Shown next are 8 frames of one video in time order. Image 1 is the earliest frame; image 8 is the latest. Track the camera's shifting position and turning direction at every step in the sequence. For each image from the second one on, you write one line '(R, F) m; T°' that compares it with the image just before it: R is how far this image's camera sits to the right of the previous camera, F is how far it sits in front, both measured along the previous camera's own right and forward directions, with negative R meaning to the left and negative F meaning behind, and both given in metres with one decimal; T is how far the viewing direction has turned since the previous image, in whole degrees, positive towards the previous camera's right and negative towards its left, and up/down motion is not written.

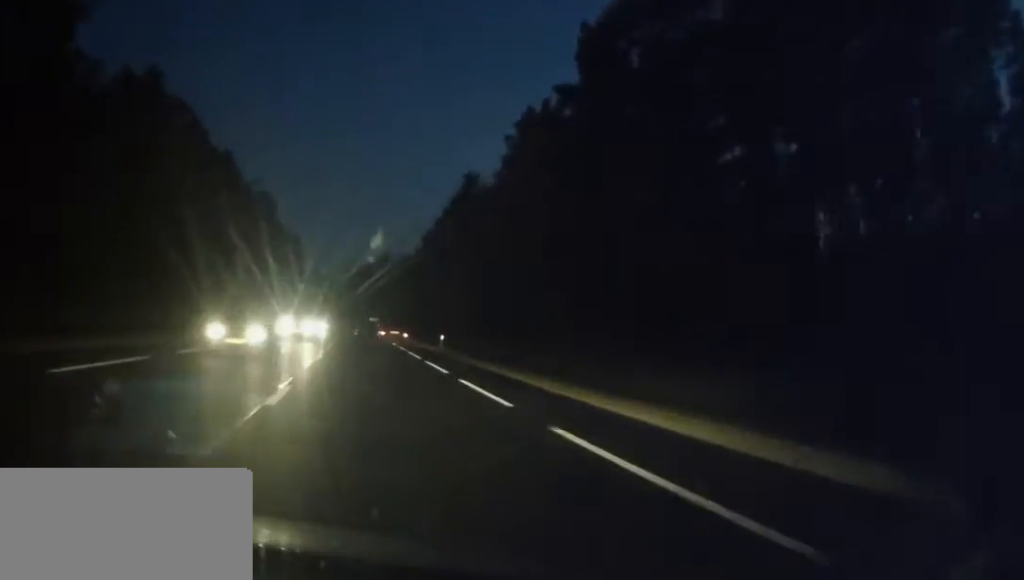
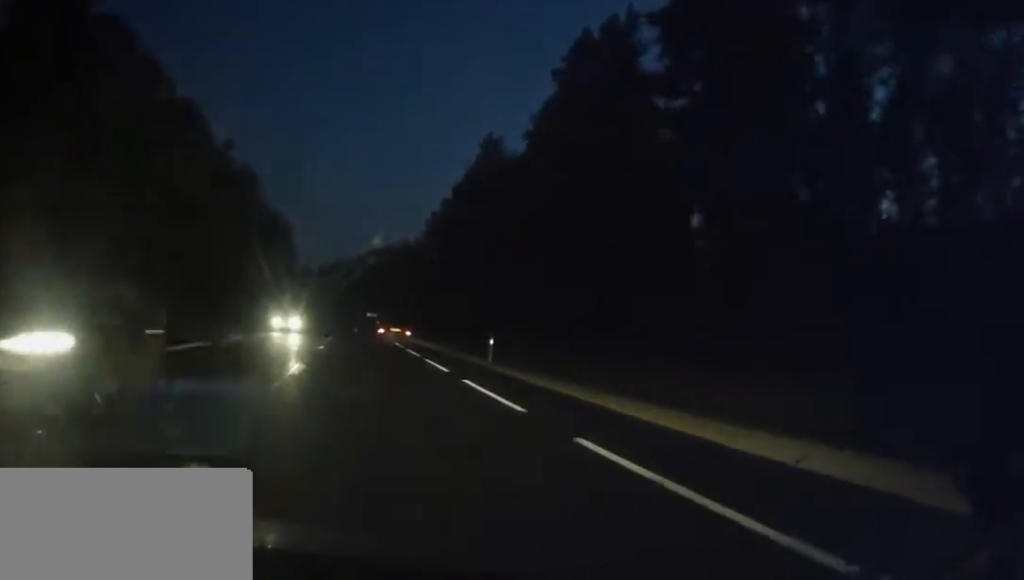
(0.0, +18.6) m; 0°
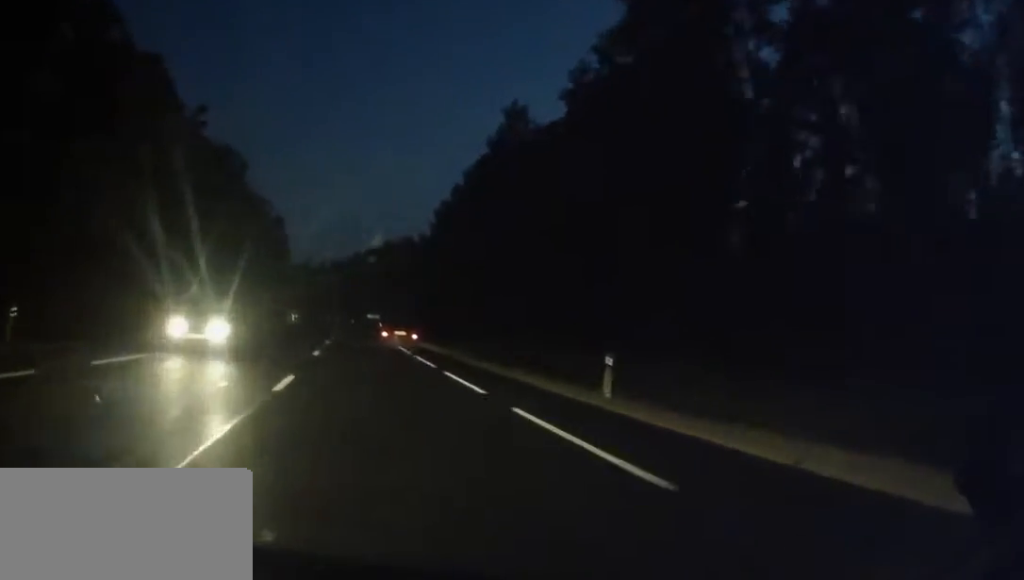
(-0.1, +14.2) m; 0°
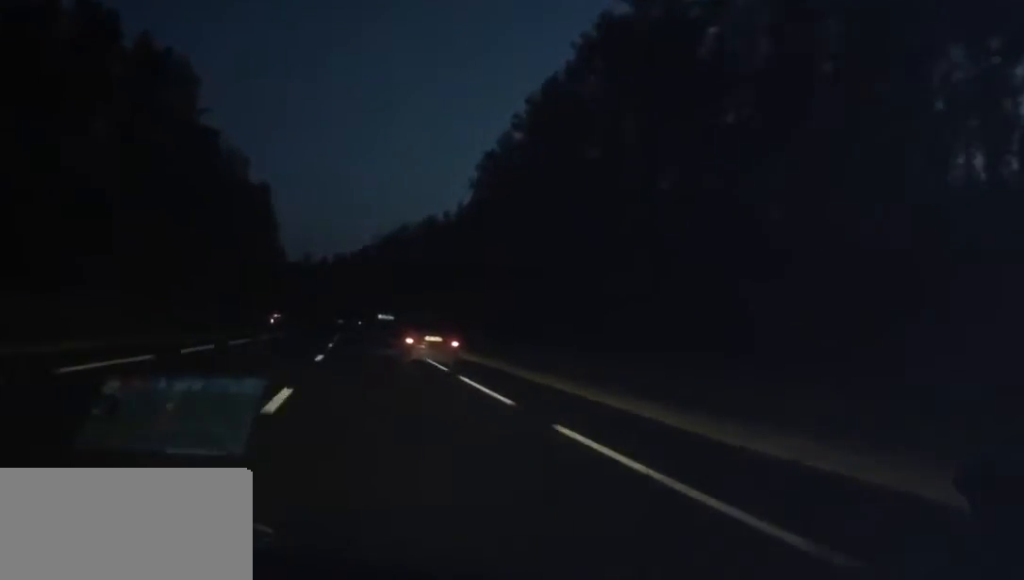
(0.0, +36.7) m; +1°
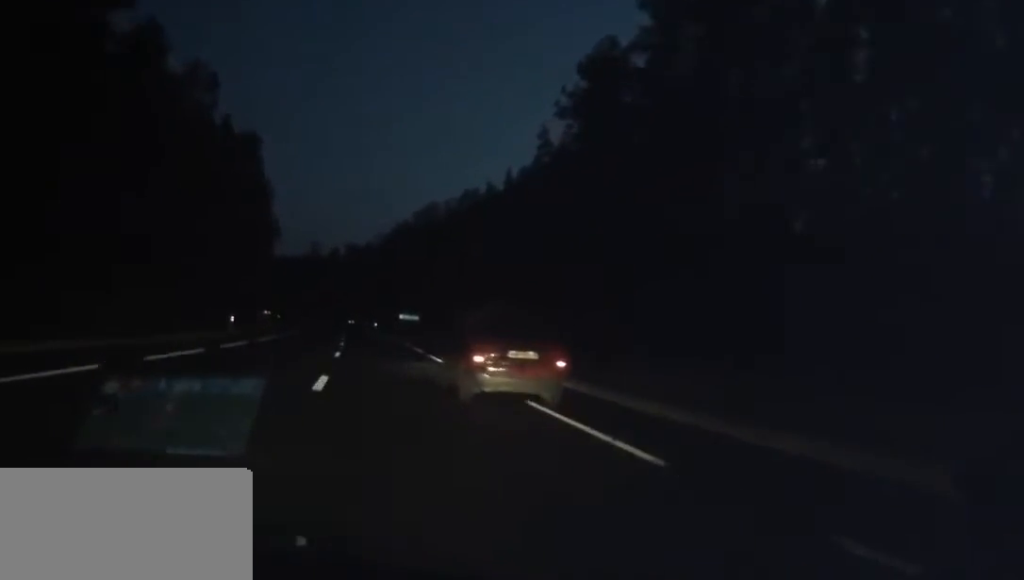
(+0.2, +31.0) m; +1°
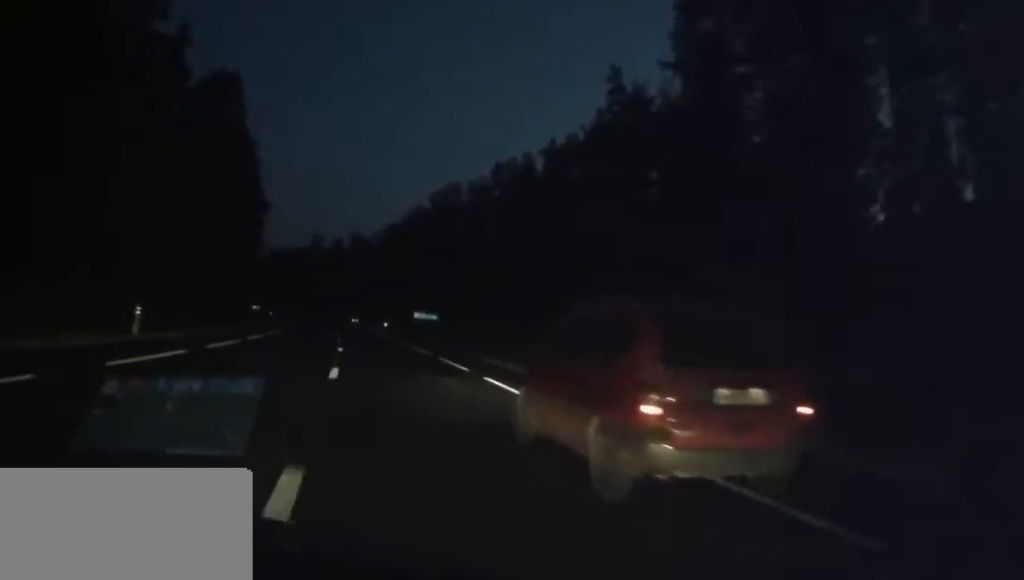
(+0.1, +20.5) m; 0°
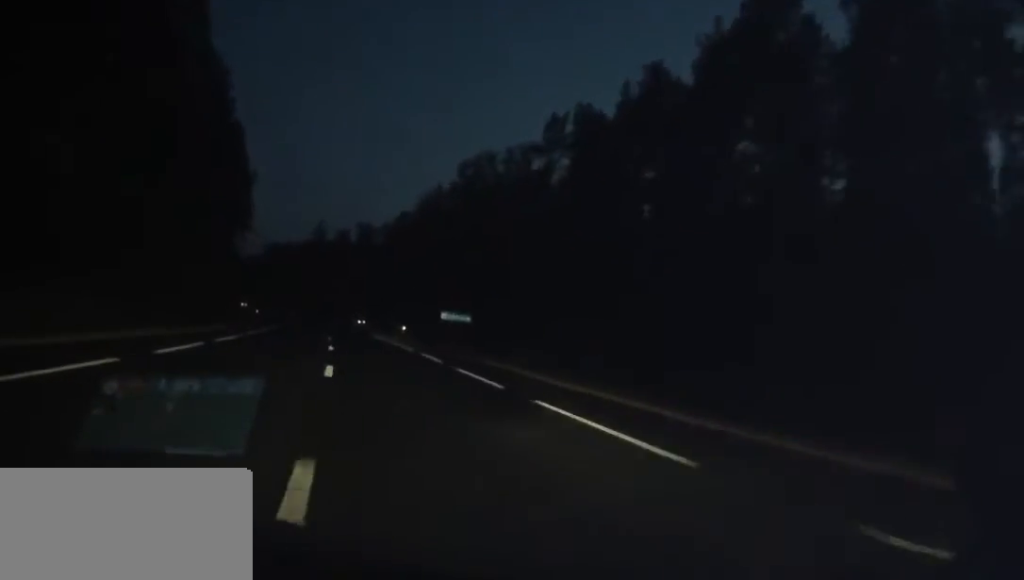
(-0.3, +23.0) m; 0°
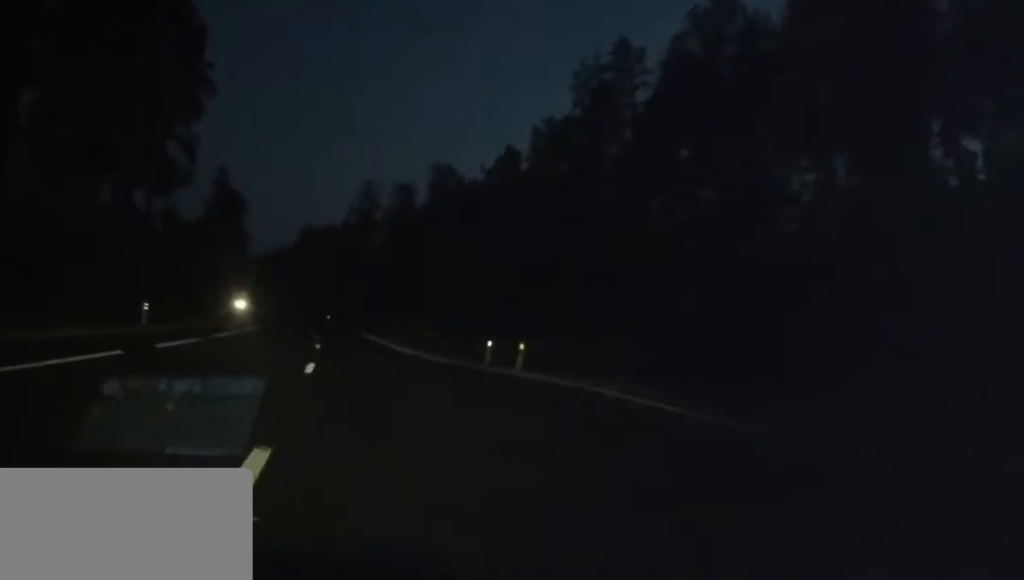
(-0.5, +70.8) m; -2°
